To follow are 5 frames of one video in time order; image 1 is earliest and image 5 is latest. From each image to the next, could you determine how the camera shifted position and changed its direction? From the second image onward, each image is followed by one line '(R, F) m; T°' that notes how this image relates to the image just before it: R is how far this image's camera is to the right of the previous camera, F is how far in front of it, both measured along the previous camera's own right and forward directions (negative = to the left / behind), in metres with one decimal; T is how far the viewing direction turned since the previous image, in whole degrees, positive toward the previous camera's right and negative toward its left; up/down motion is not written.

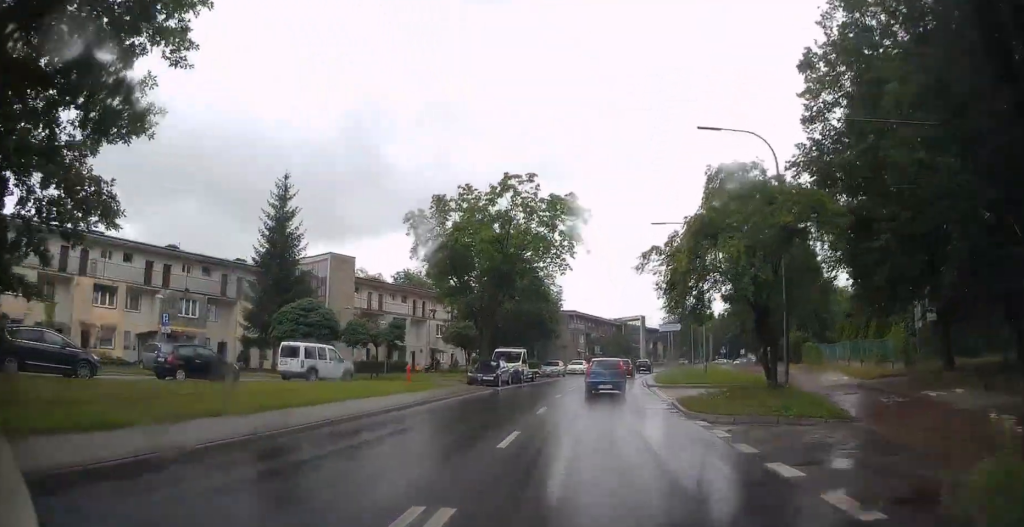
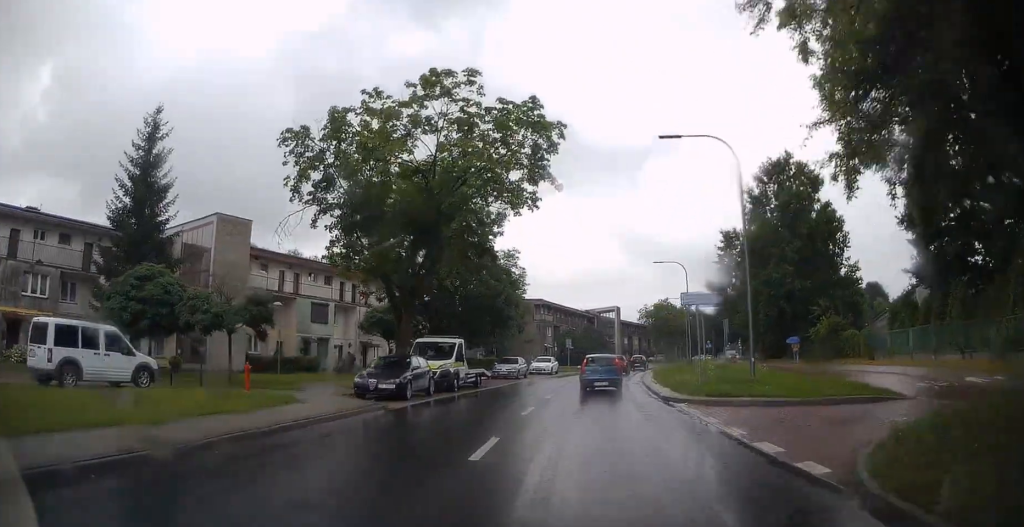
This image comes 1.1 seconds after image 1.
(+0.2, +13.6) m; +3°
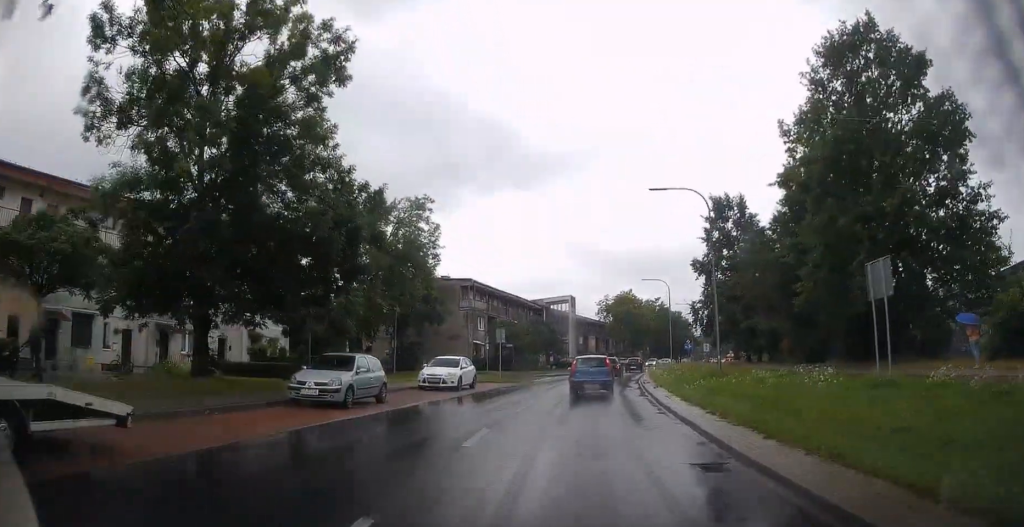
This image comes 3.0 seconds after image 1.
(+1.0, +23.8) m; +4°
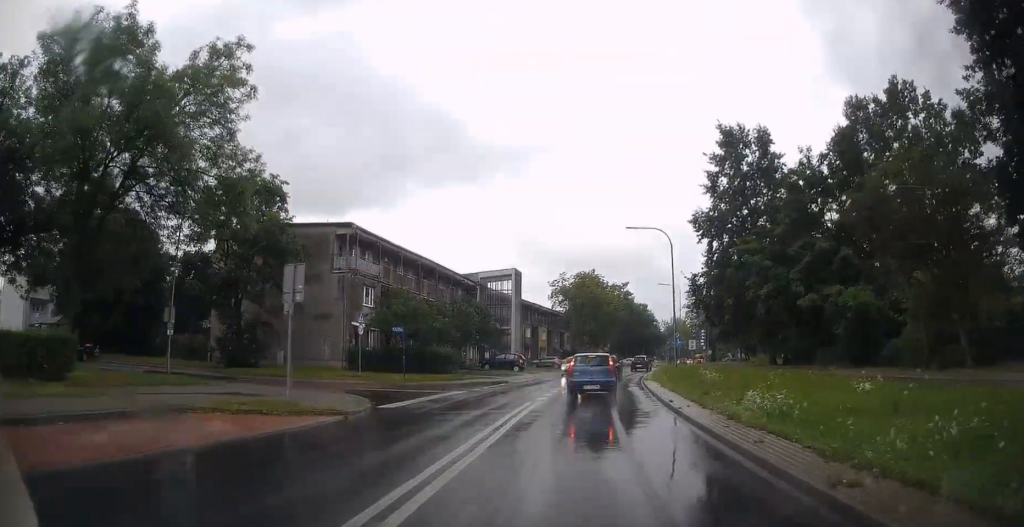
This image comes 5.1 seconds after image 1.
(+1.3, +24.7) m; +5°
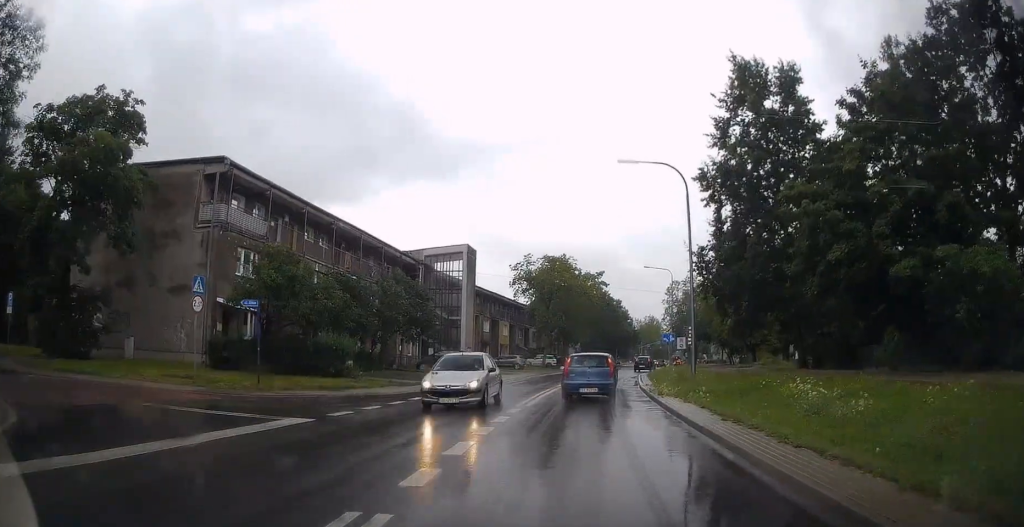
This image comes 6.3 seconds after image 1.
(+0.1, +12.6) m; +1°
